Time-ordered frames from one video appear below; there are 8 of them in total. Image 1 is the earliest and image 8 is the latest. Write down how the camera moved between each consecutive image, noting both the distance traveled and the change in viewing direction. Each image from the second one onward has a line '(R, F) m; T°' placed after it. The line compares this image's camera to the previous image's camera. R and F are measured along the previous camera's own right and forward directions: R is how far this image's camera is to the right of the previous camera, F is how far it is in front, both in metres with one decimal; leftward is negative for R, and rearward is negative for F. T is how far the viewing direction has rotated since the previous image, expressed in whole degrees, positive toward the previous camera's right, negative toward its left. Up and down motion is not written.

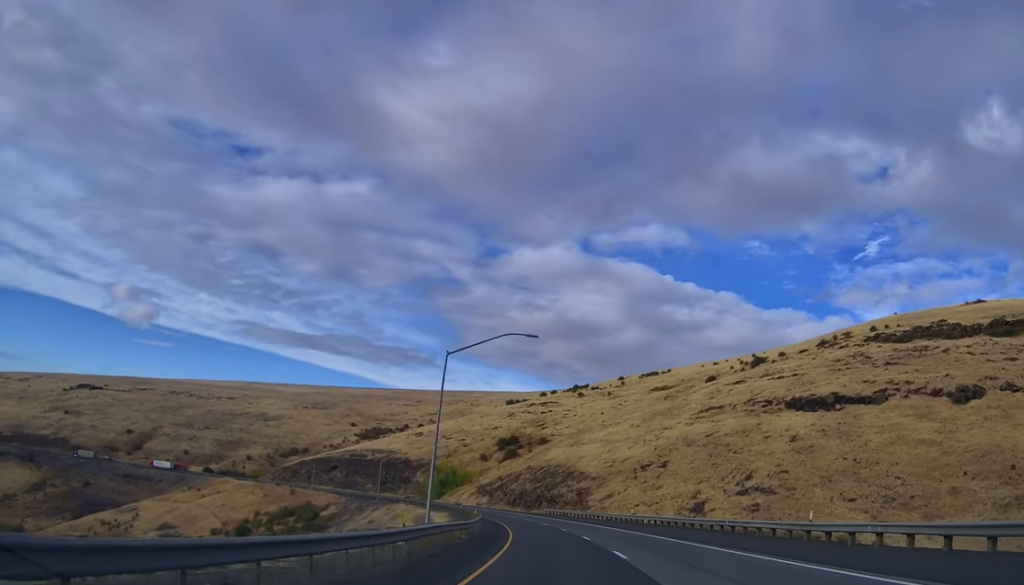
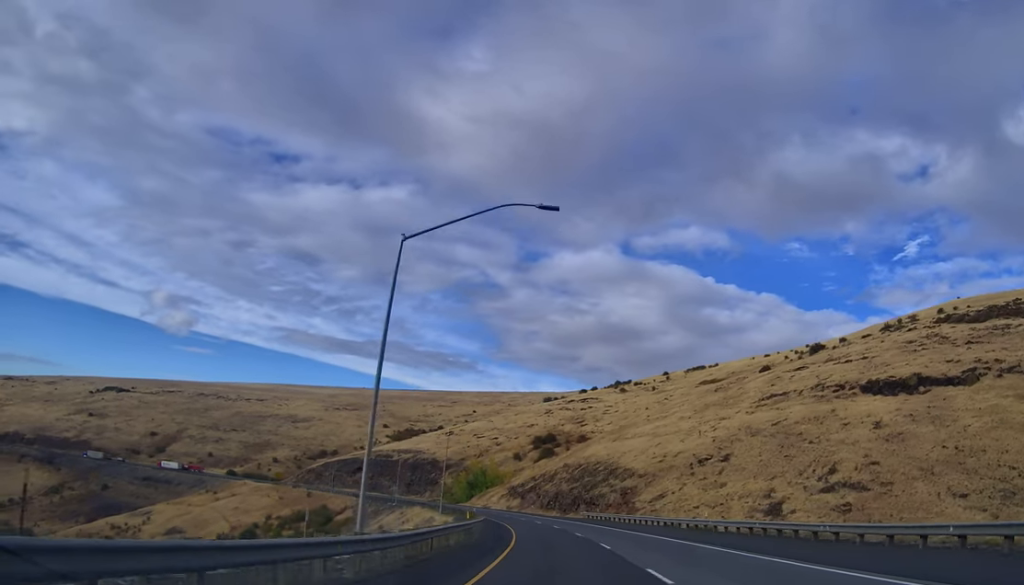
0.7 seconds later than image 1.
(-0.4, +19.4) m; -3°
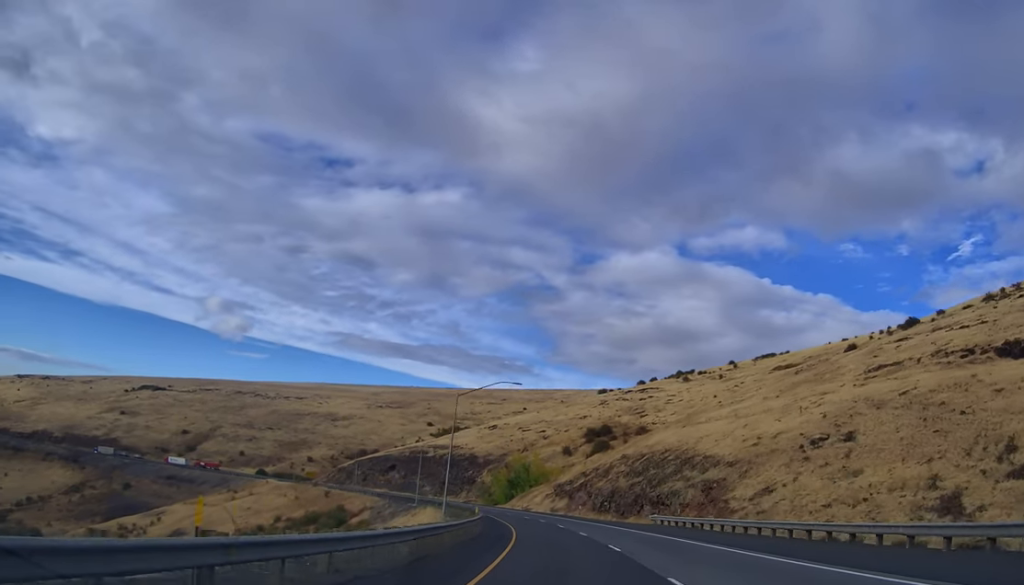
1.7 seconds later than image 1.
(-1.3, +27.7) m; -6°
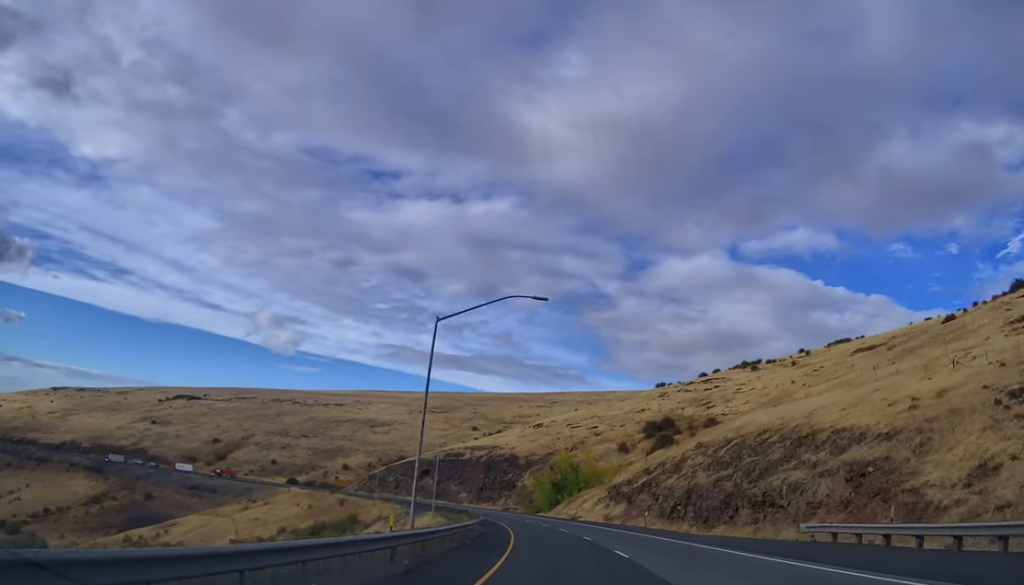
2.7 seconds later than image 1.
(-1.4, +26.9) m; -3°
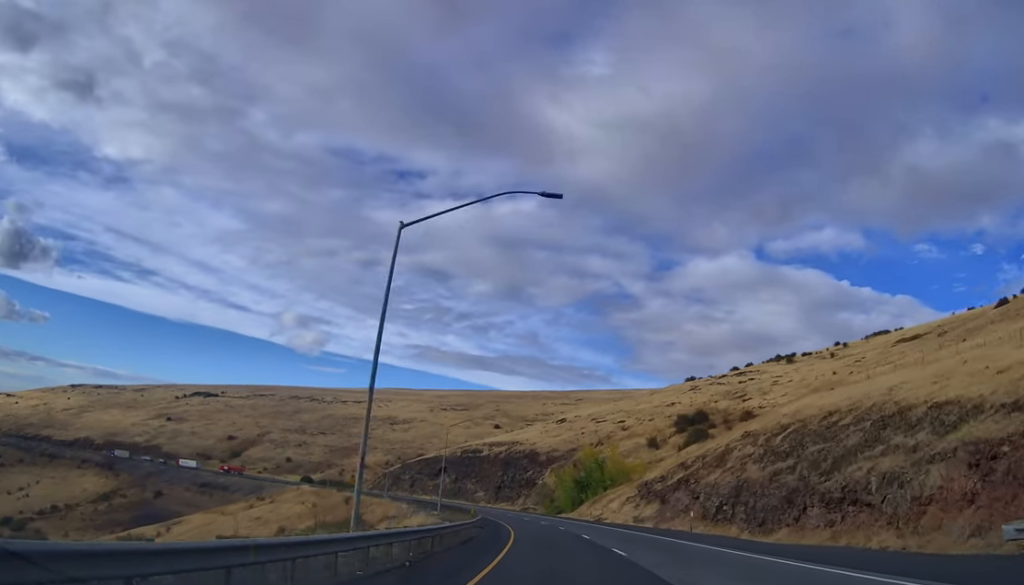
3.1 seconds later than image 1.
(-0.1, +12.2) m; -2°
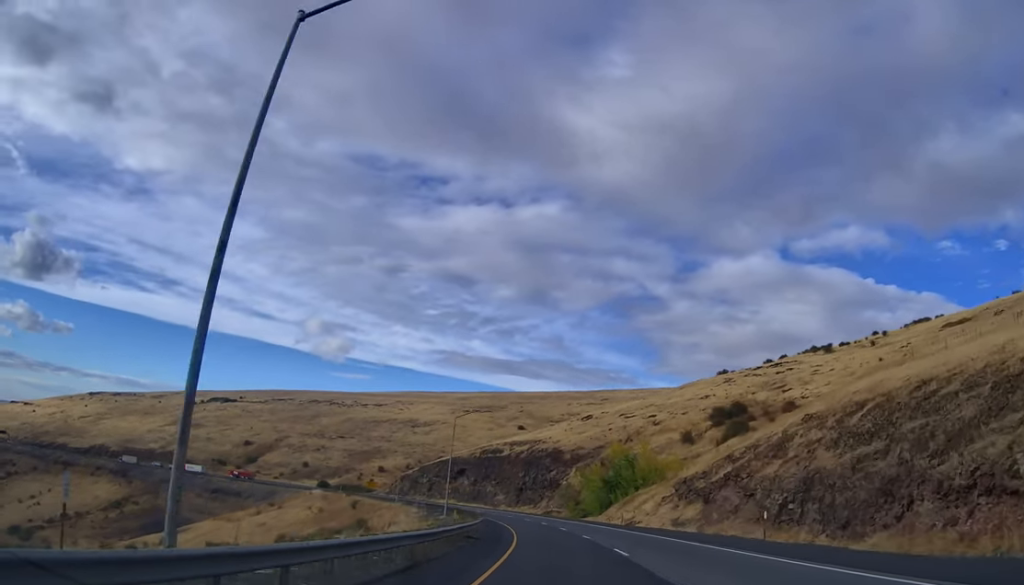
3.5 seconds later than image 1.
(+0.3, +12.2) m; -2°
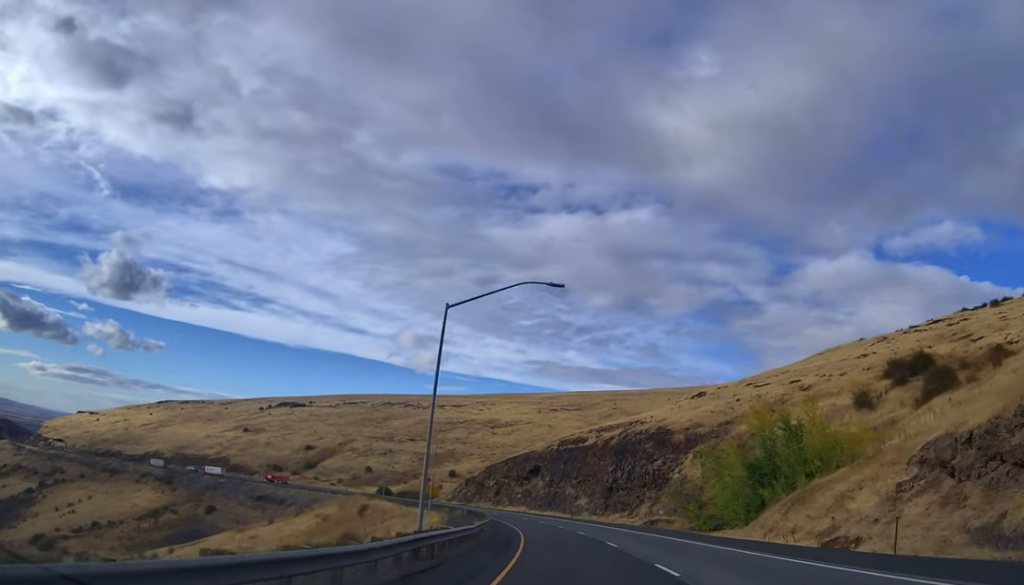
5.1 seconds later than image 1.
(-4.5, +43.8) m; -11°
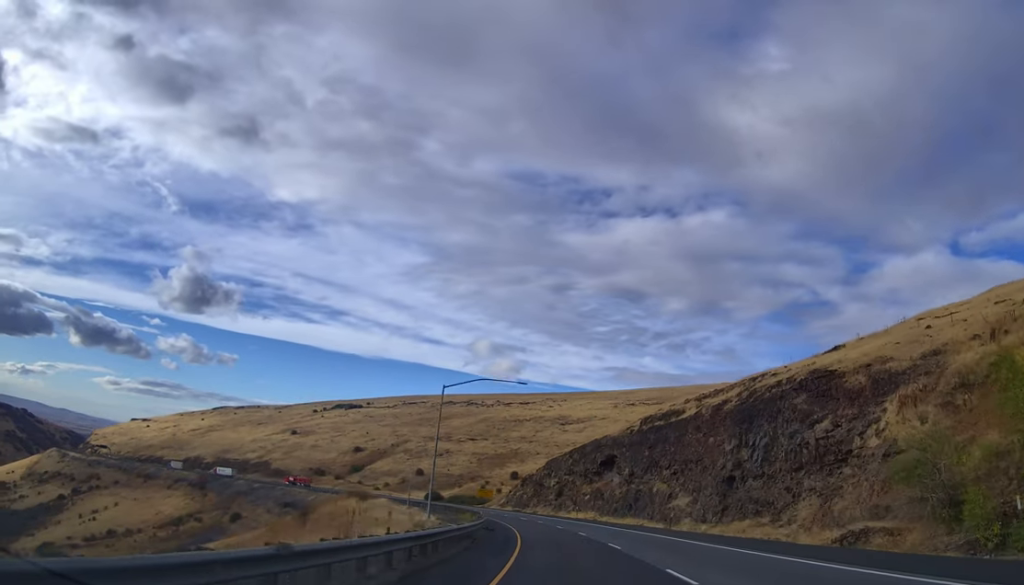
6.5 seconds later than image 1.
(-2.4, +39.5) m; -6°
